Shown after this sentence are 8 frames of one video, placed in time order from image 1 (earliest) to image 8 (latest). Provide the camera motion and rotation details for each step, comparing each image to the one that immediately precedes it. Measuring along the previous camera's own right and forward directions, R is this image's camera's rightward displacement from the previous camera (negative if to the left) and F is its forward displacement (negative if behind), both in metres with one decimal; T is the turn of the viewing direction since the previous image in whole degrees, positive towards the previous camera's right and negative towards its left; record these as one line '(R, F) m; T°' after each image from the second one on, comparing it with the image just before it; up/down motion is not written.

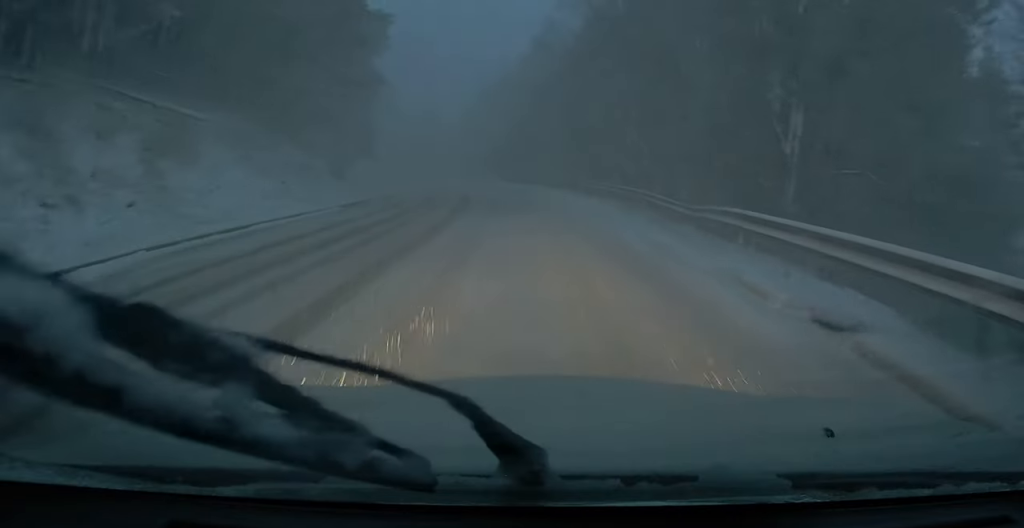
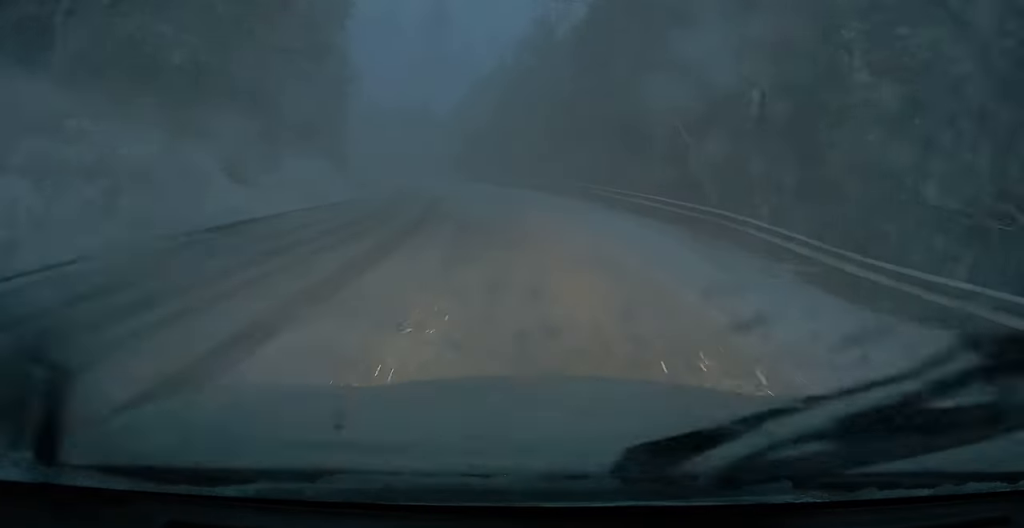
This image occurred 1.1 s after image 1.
(+0.1, +10.3) m; -1°
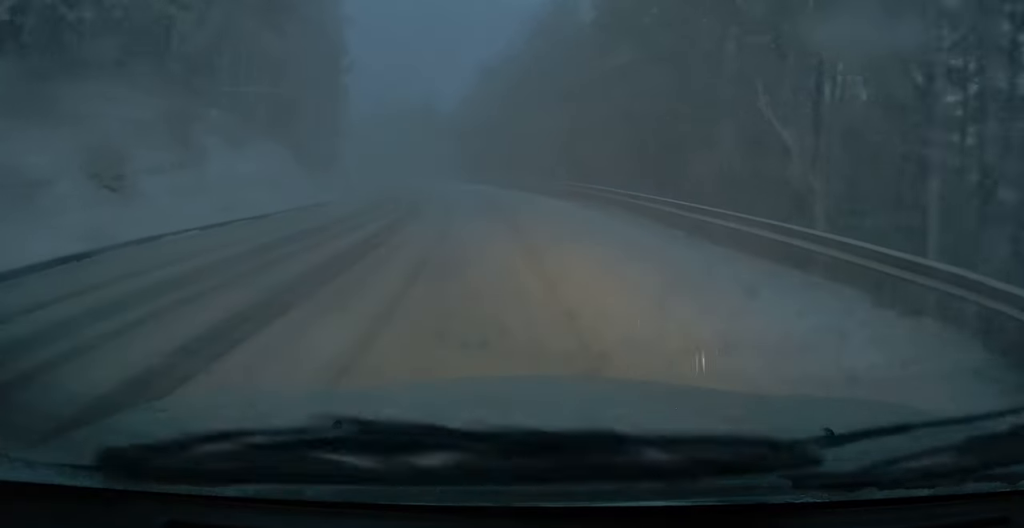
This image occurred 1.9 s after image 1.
(-0.1, +7.0) m; -2°
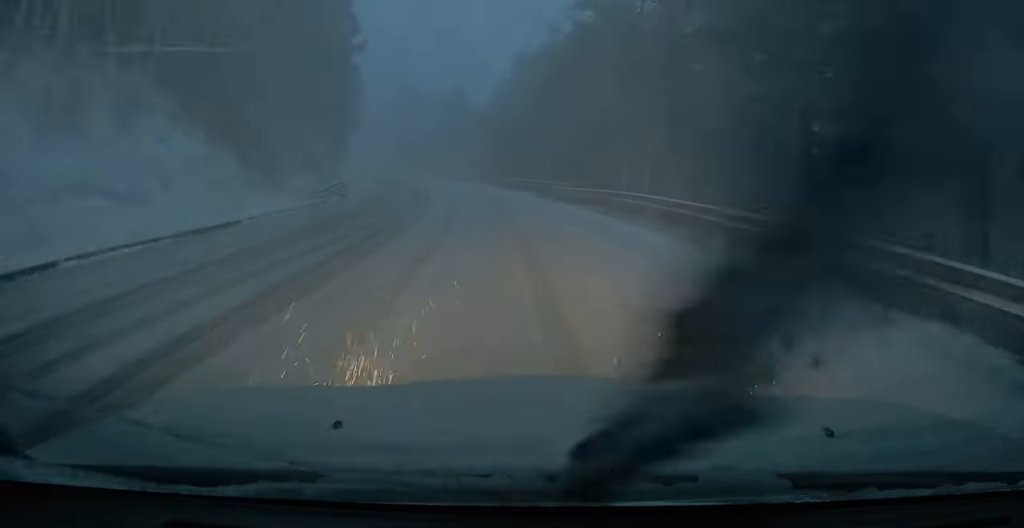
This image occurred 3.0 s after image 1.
(-0.4, +10.2) m; -1°
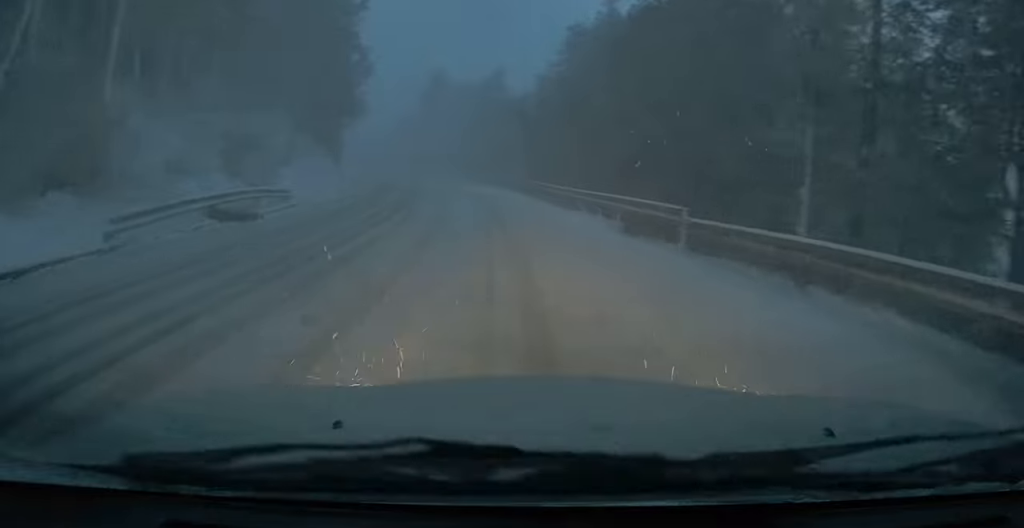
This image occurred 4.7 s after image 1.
(-0.3, +14.3) m; -5°
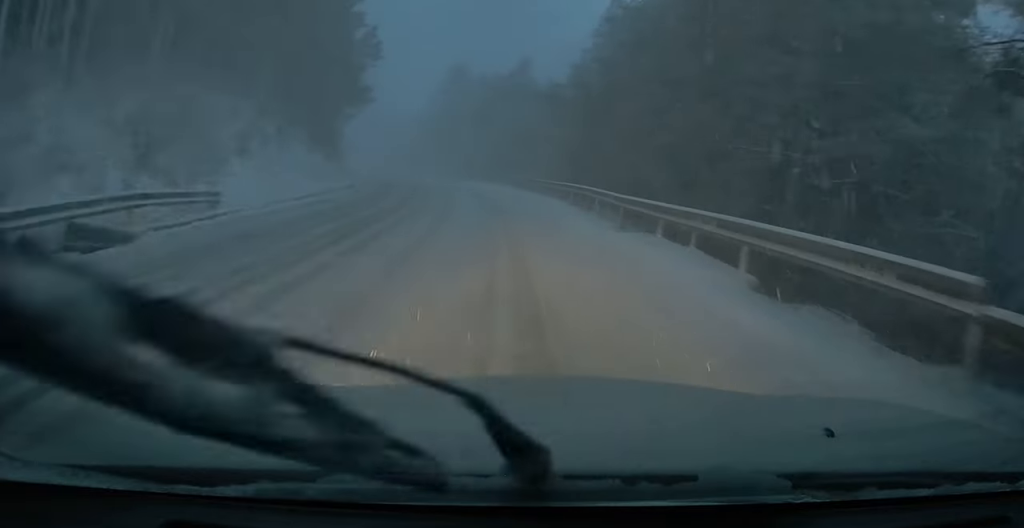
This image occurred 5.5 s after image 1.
(-0.2, +6.8) m; -2°
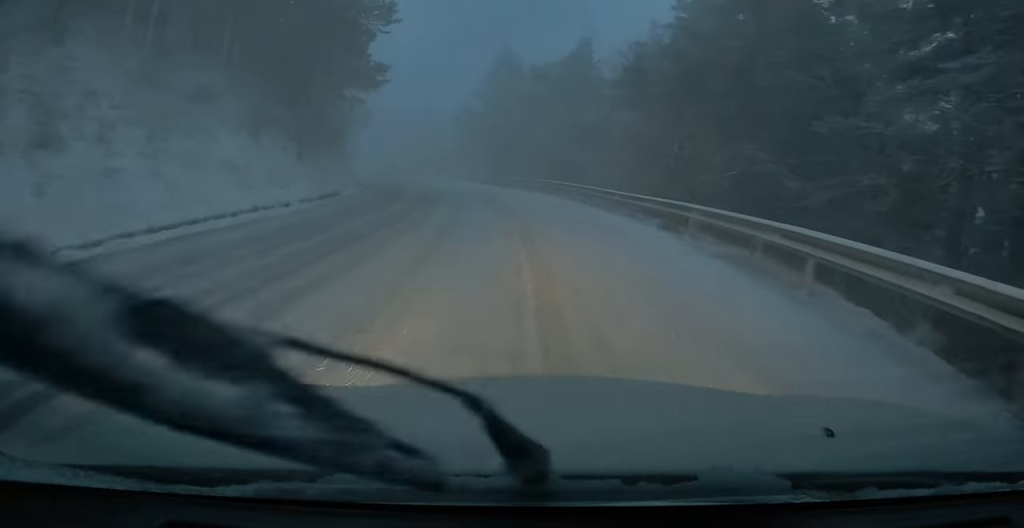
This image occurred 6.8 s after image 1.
(0.0, +12.2) m; -3°
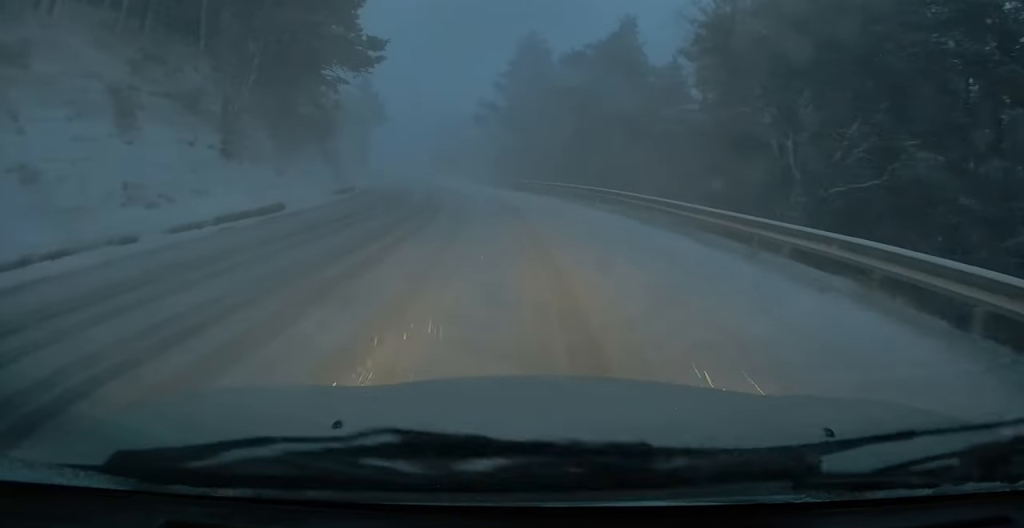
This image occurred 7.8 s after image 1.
(-0.5, +8.7) m; -5°
